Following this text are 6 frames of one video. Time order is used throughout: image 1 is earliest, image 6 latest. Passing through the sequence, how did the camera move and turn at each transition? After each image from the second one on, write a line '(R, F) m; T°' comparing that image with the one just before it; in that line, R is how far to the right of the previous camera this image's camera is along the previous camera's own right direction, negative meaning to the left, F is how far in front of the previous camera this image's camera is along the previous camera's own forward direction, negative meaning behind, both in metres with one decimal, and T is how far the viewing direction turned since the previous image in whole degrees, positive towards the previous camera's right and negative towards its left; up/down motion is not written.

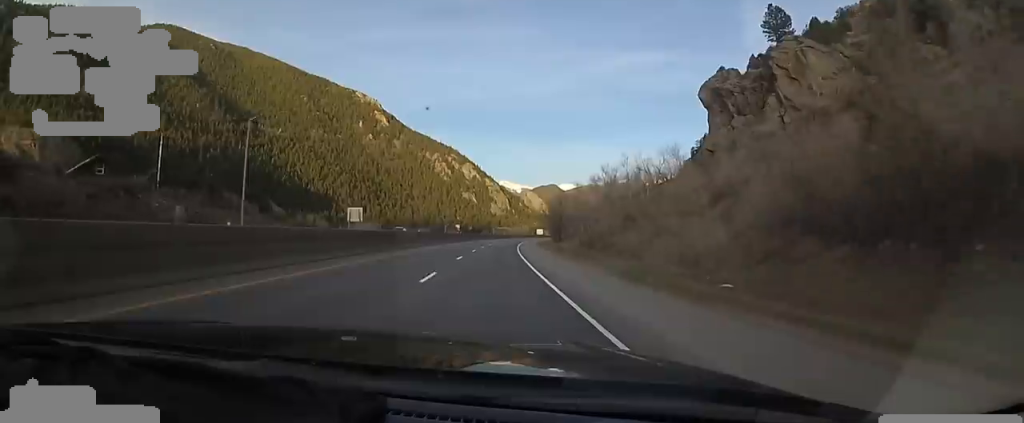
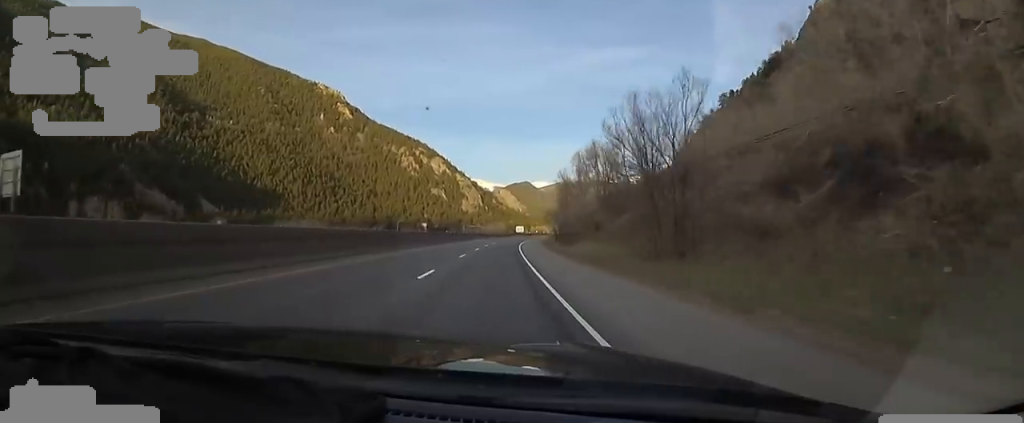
(+3.4, +60.7) m; +5°
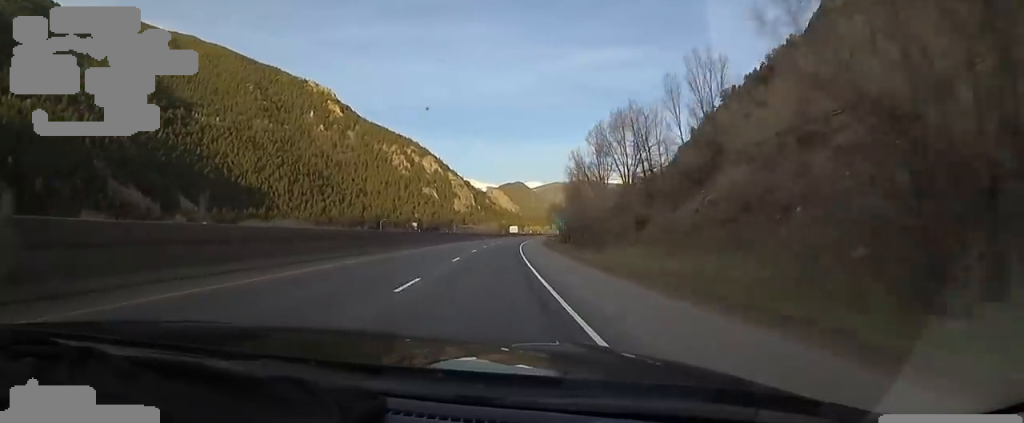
(0.0, +15.8) m; 0°
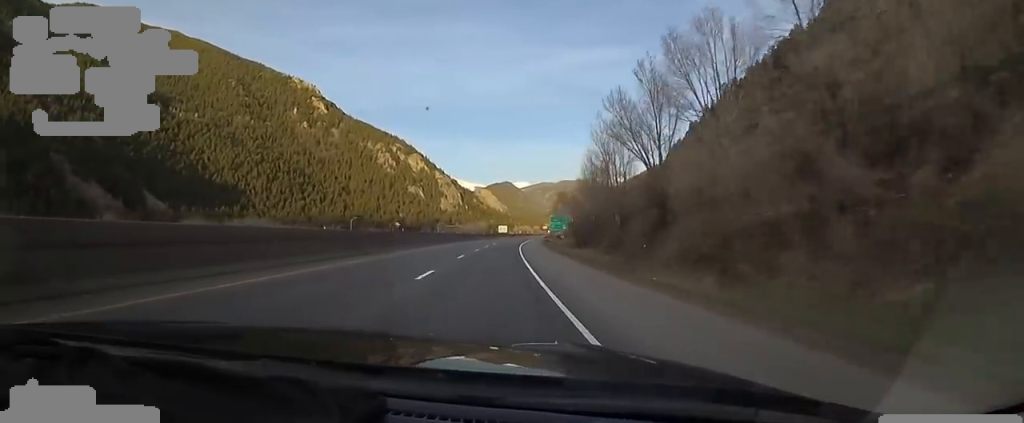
(0.0, +21.1) m; 0°
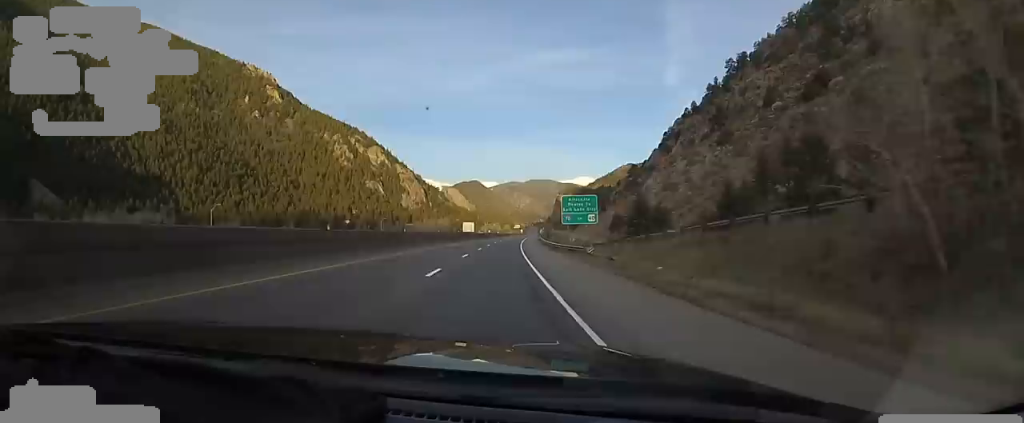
(+0.9, +60.3) m; +4°
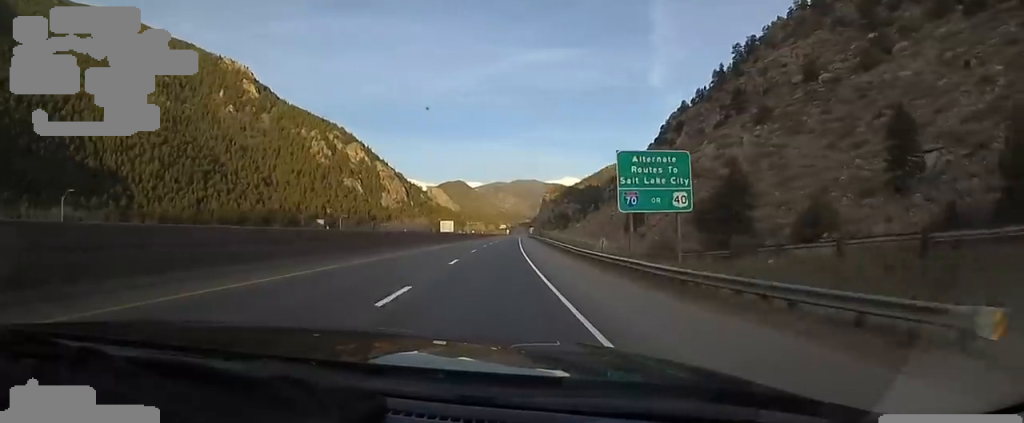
(+1.3, +30.5) m; +4°
